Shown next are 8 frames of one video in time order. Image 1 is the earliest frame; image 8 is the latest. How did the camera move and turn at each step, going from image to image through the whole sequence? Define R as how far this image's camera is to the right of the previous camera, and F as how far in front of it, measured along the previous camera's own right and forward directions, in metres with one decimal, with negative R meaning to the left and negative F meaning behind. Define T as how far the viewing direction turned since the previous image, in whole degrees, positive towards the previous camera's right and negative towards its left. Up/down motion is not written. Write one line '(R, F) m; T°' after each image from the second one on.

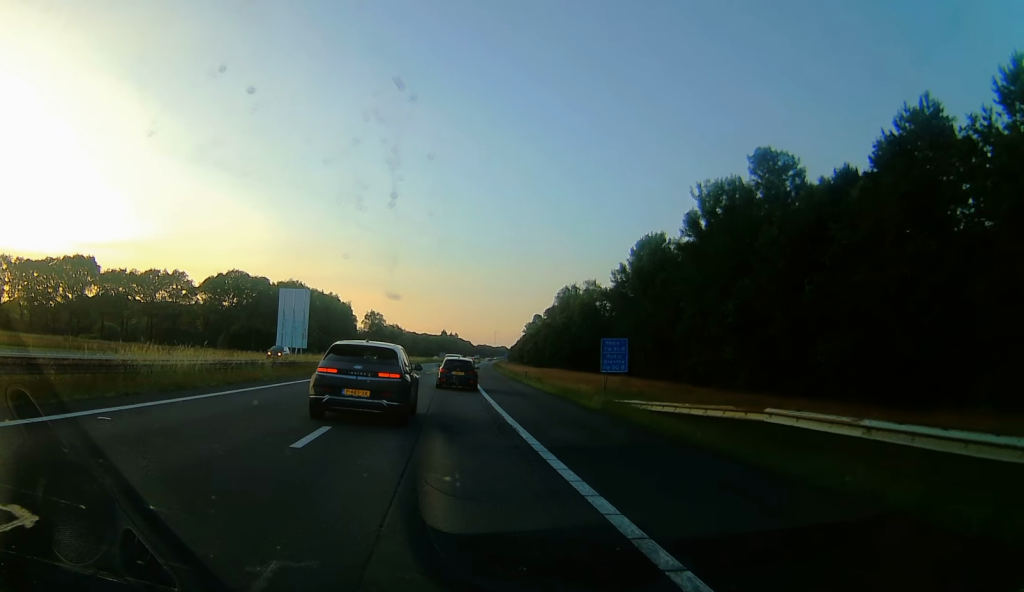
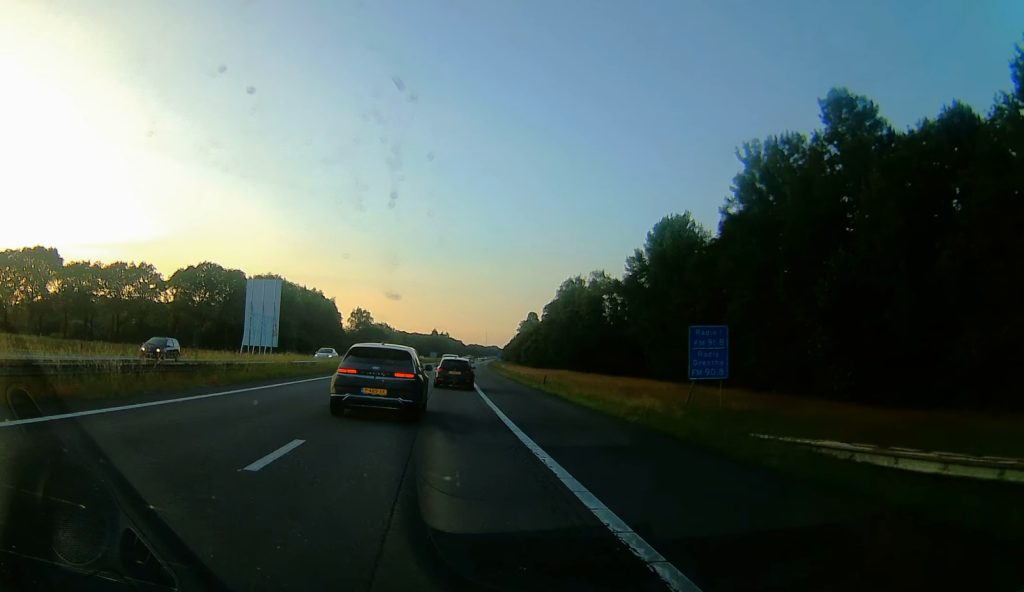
(0.0, +14.3) m; +1°
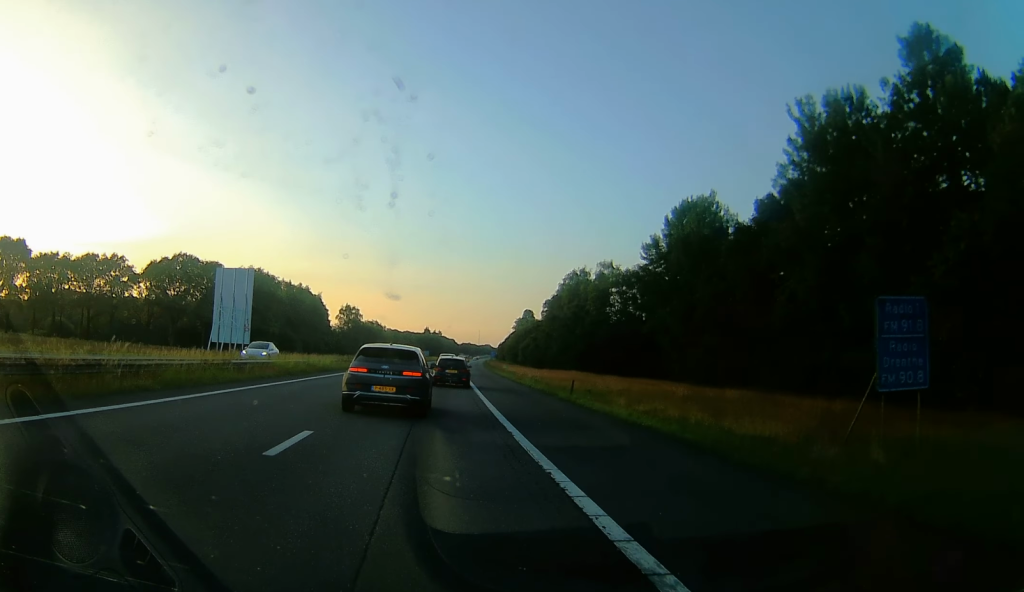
(-0.2, +11.1) m; +1°
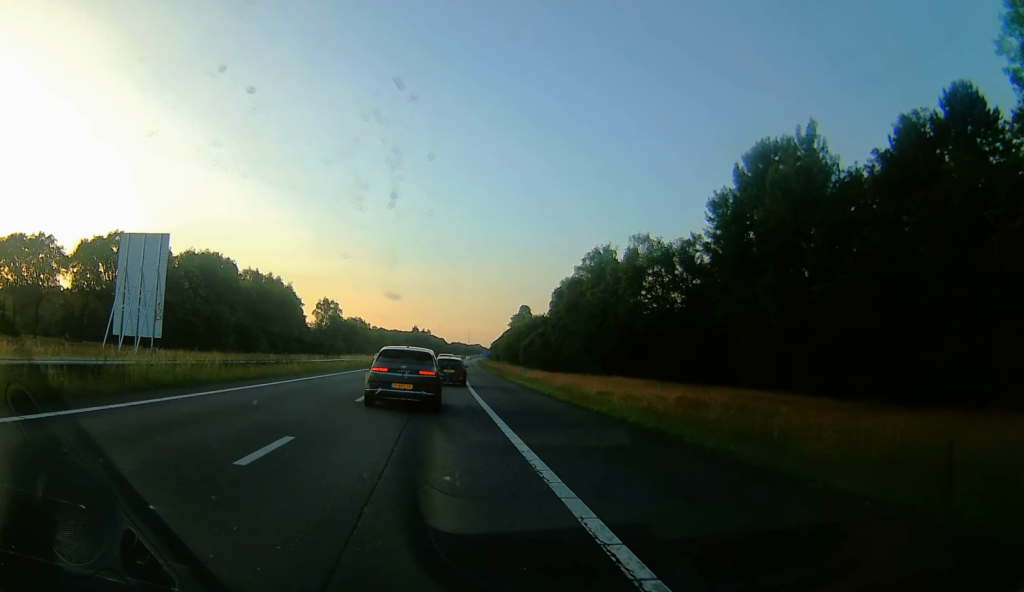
(+0.8, +25.4) m; +2°
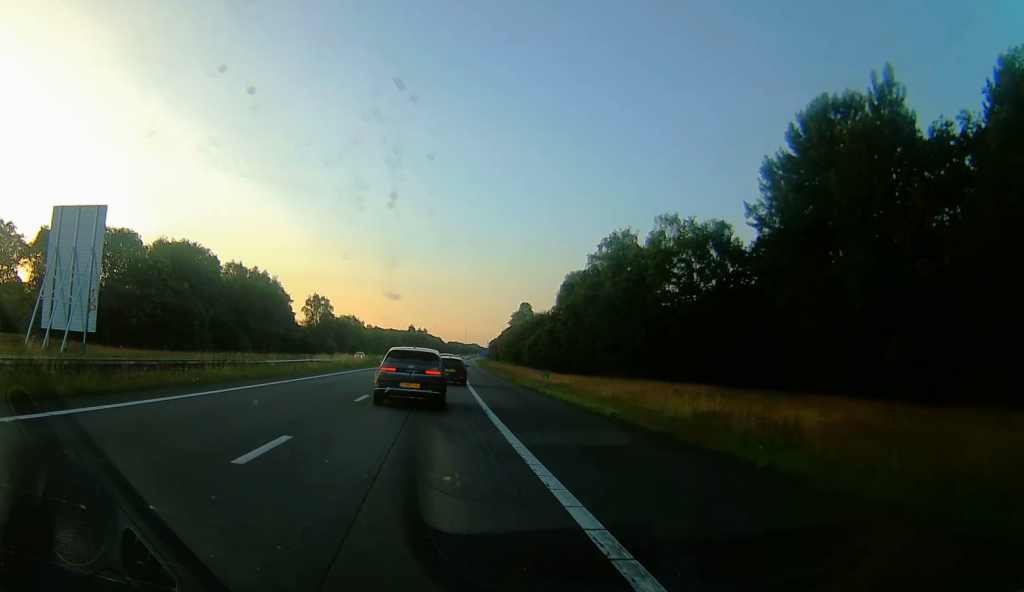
(+0.1, +12.1) m; 0°
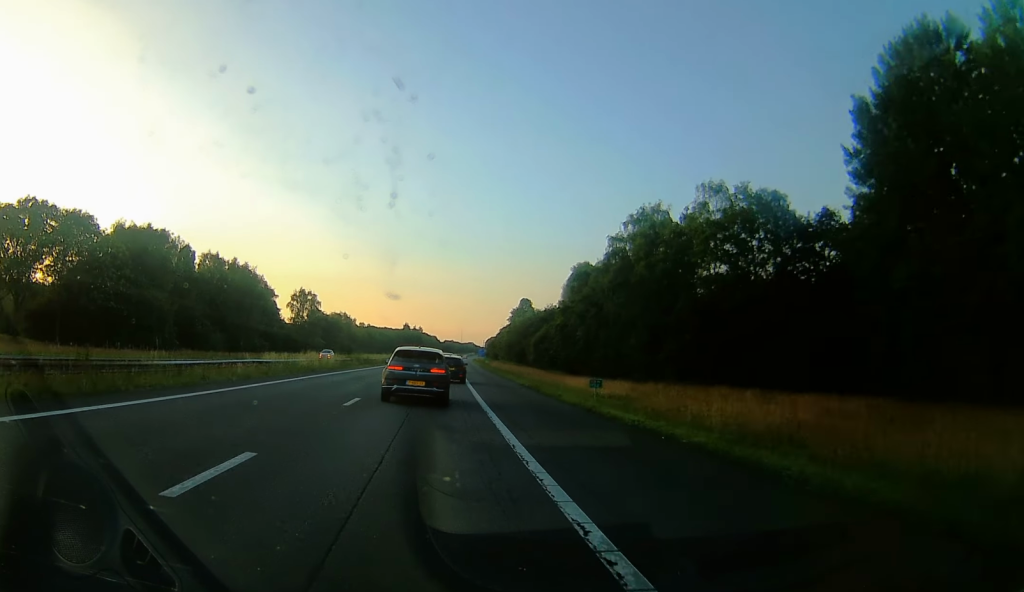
(0.0, +14.4) m; 0°
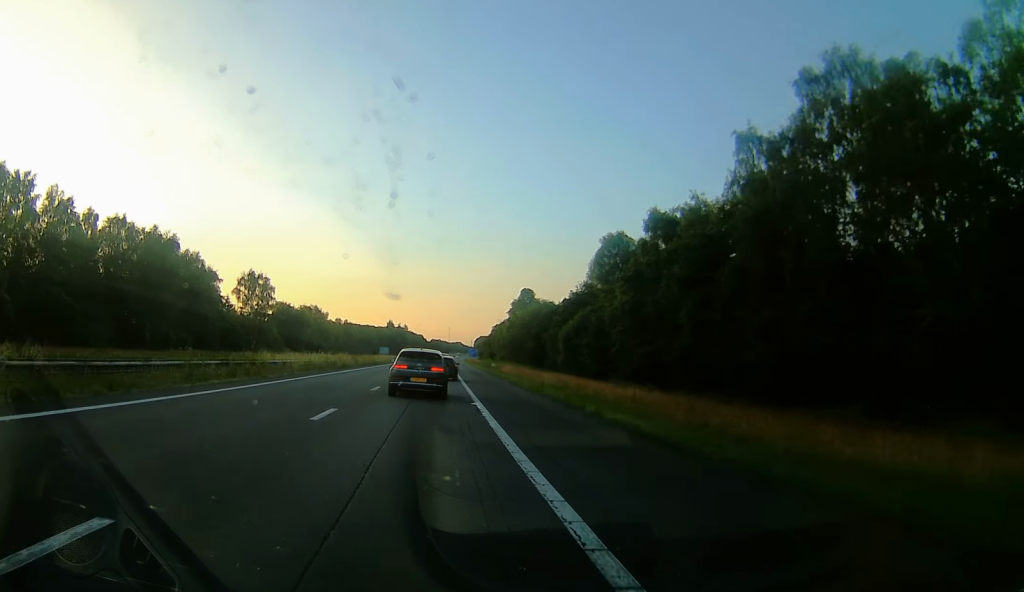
(+0.6, +40.8) m; +2°
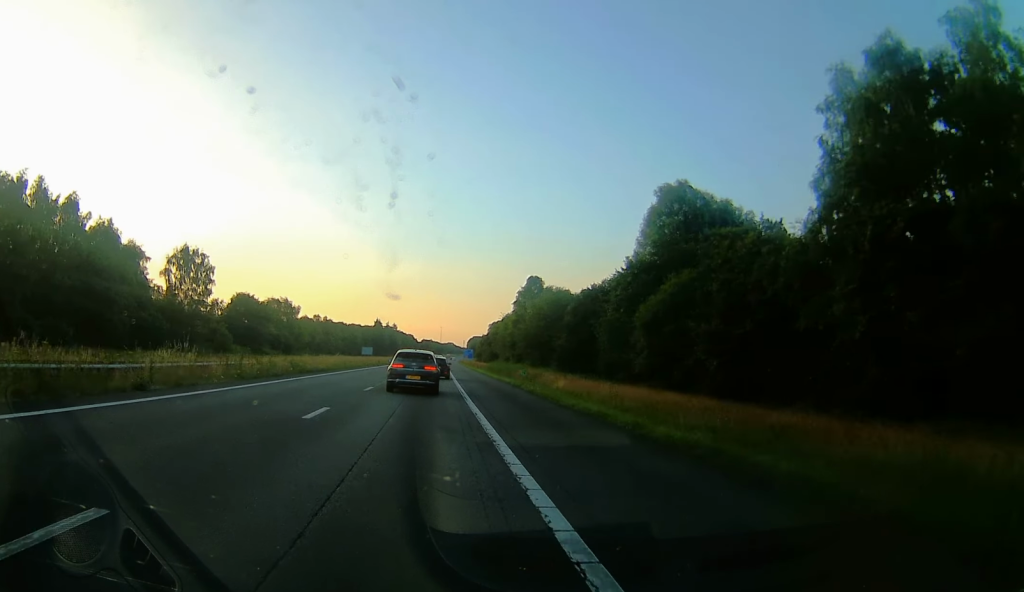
(+0.1, +36.5) m; 0°
